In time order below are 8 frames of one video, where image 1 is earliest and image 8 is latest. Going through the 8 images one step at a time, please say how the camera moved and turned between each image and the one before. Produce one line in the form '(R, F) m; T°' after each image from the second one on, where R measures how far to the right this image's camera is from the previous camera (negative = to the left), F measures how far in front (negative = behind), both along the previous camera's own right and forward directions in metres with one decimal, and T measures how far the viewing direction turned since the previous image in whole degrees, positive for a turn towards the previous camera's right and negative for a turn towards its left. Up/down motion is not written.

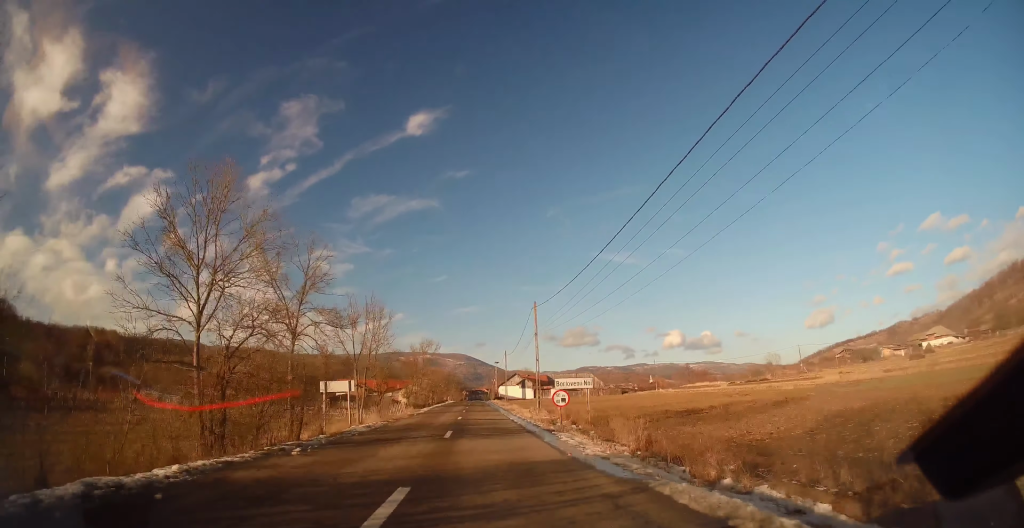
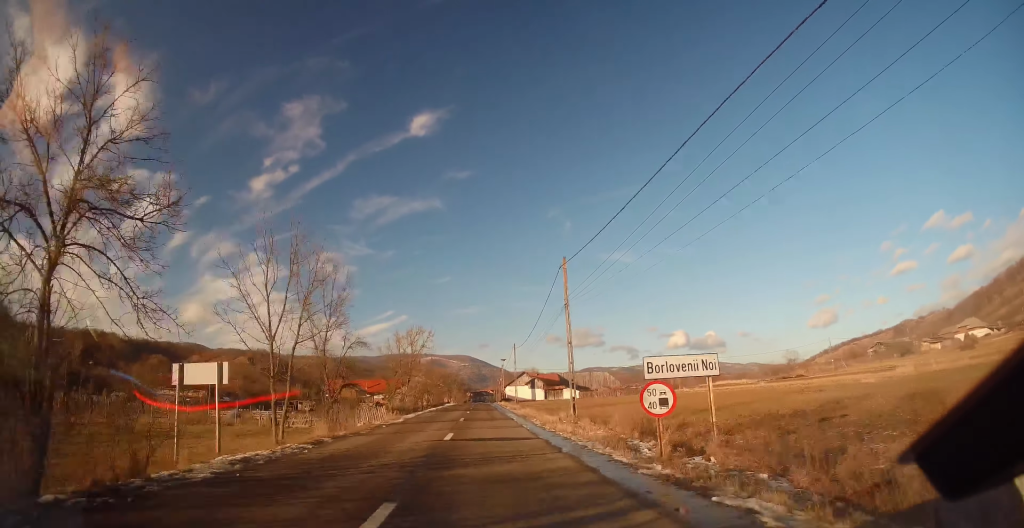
(0.0, +13.4) m; 0°
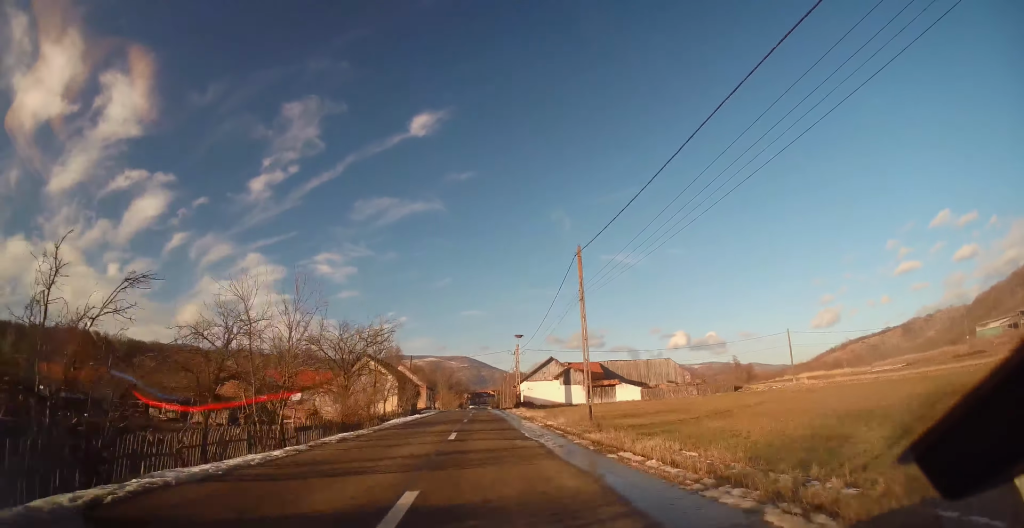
(-0.7, +47.5) m; 0°
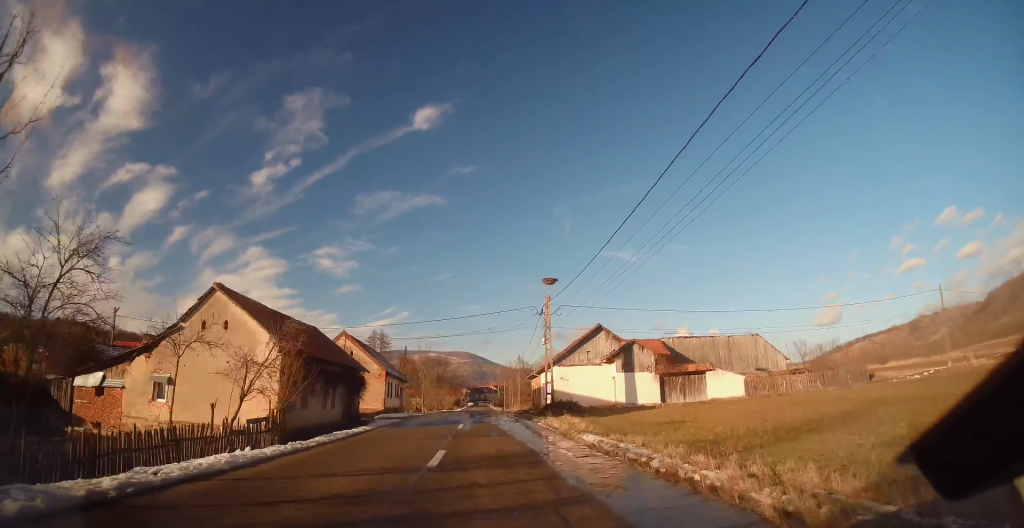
(+0.4, +30.6) m; +1°
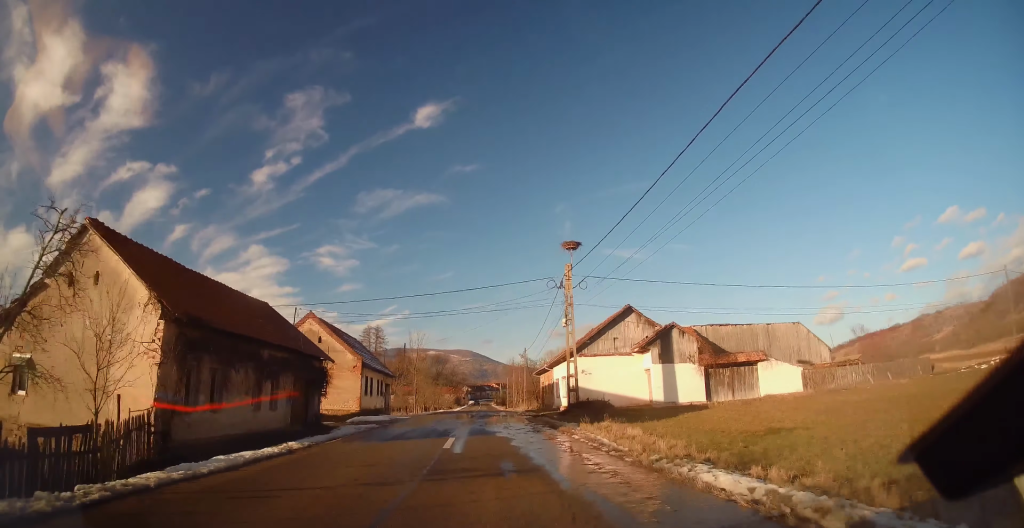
(0.0, +8.8) m; 0°
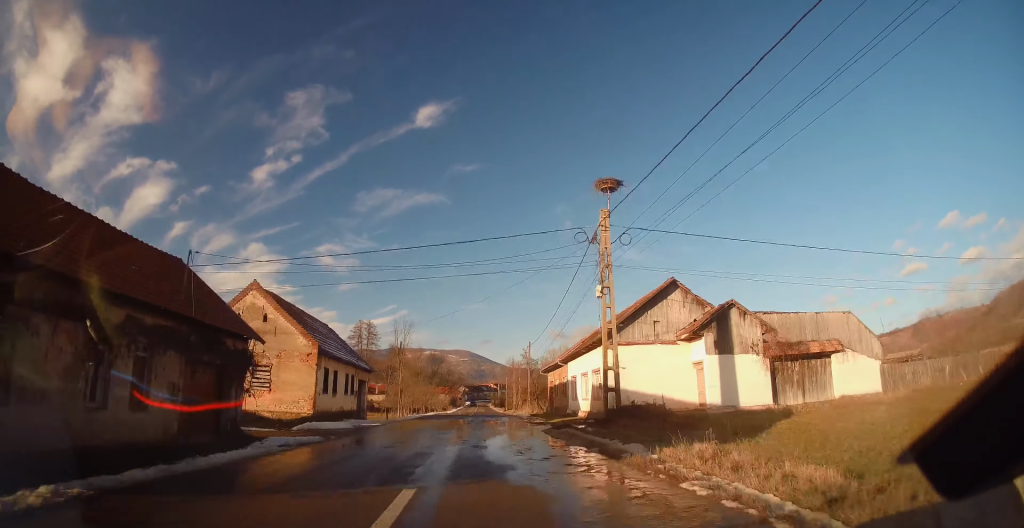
(+0.1, +8.8) m; -1°
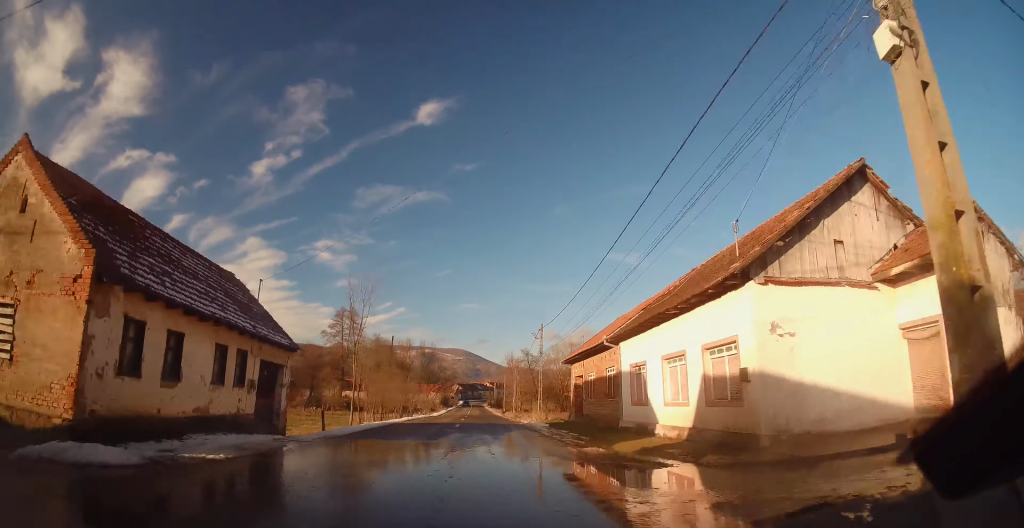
(-0.2, +15.6) m; 0°
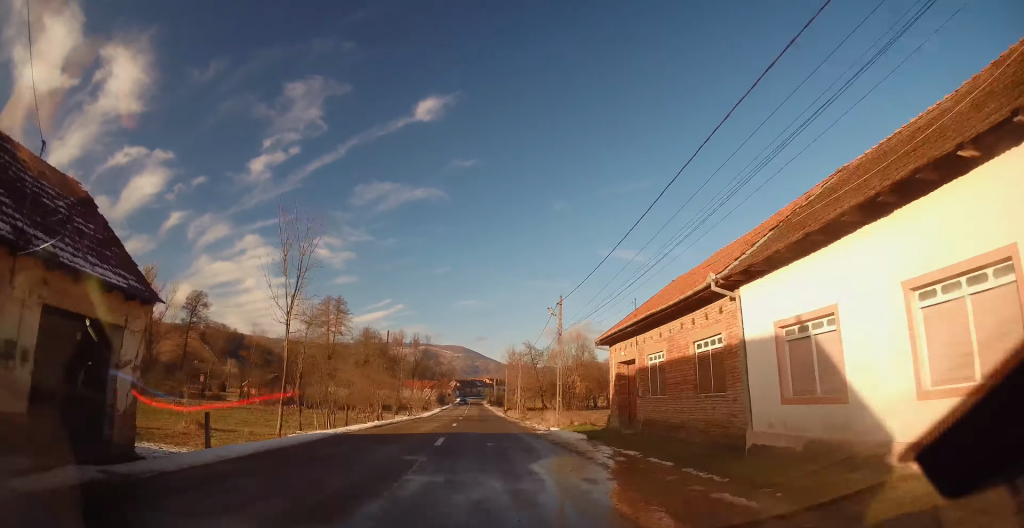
(-0.1, +11.5) m; 0°
